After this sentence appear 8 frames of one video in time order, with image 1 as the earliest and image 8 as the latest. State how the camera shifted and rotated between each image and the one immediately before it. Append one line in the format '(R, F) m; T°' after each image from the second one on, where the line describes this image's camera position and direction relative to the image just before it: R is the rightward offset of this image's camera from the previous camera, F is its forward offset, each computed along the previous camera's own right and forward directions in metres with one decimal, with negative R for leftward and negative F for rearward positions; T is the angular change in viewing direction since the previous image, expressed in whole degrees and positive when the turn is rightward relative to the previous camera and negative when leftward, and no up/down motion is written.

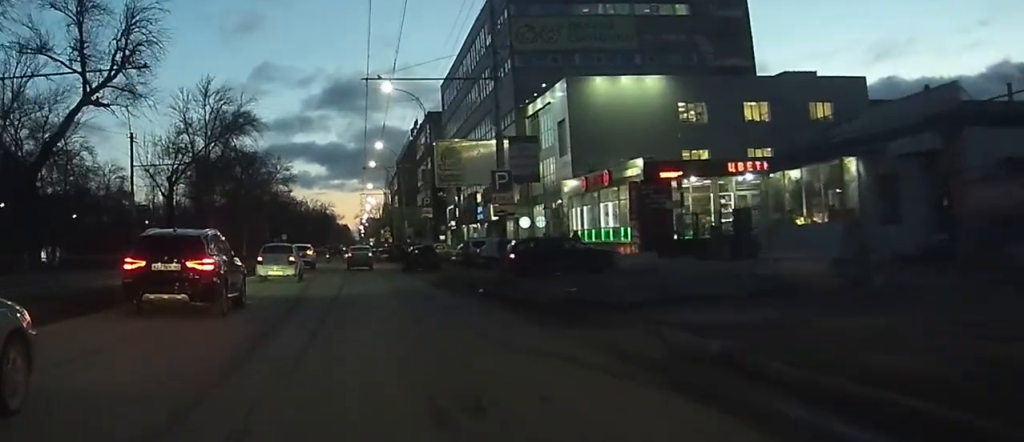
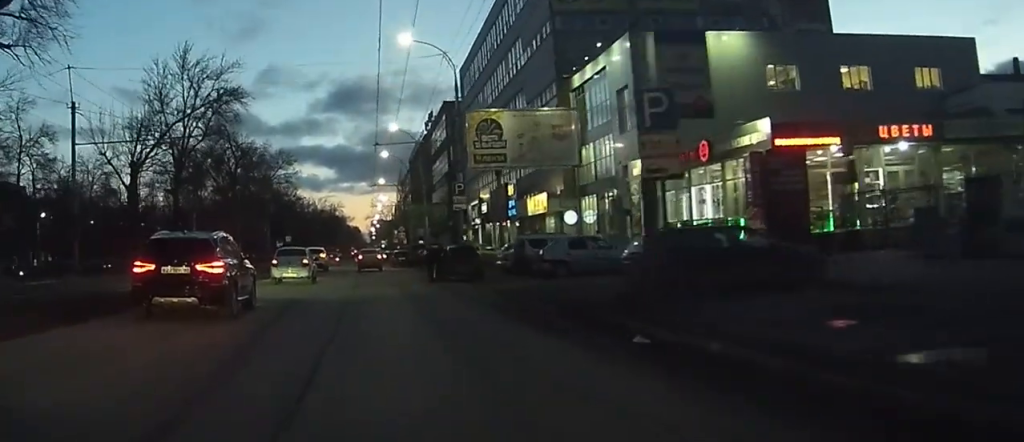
(-0.2, +13.9) m; -1°
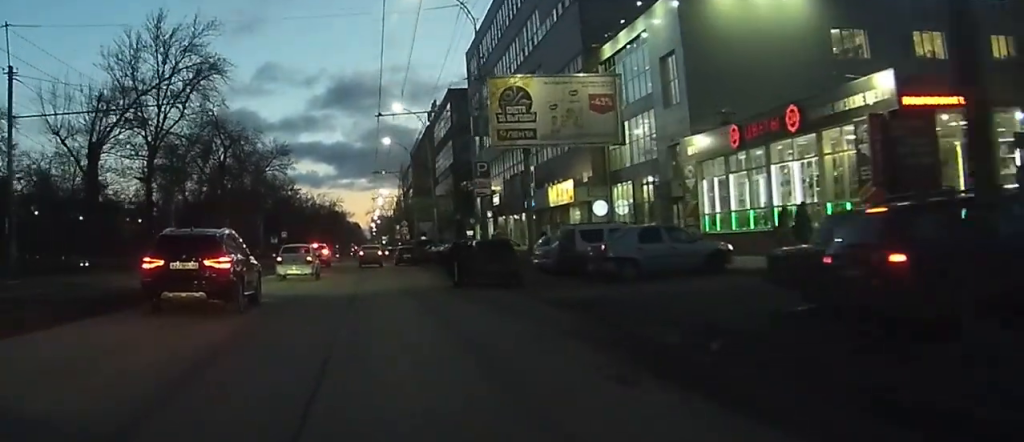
(0.0, +8.6) m; 0°
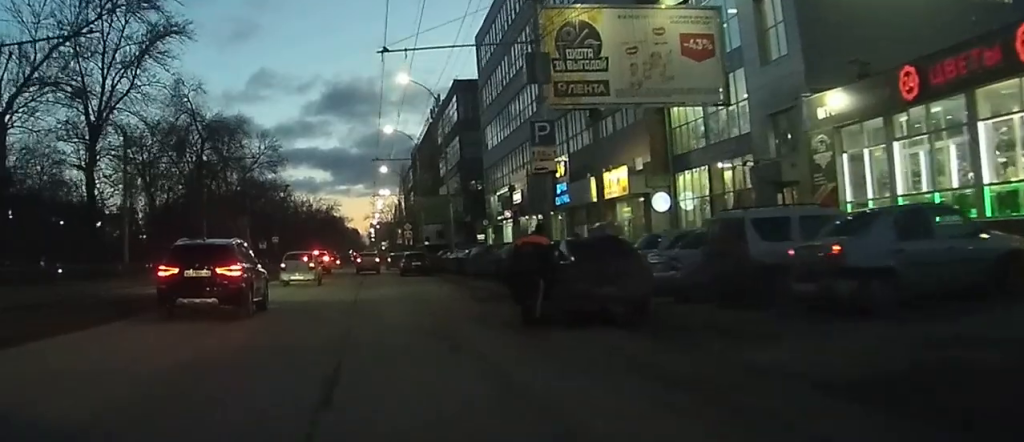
(+0.1, +12.8) m; +1°
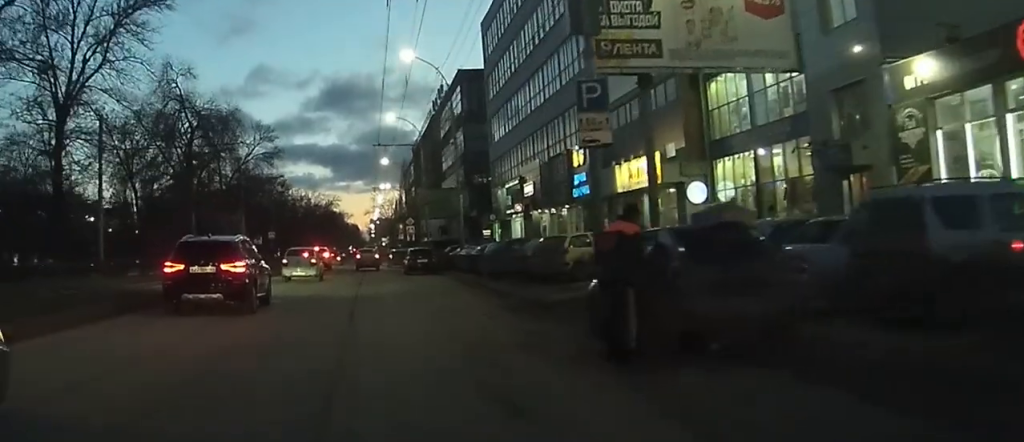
(0.0, +5.2) m; 0°
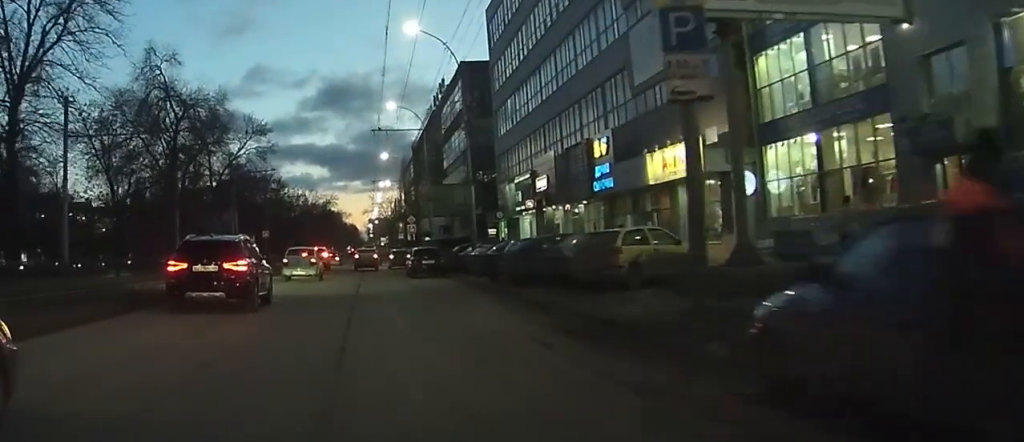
(0.0, +5.6) m; 0°
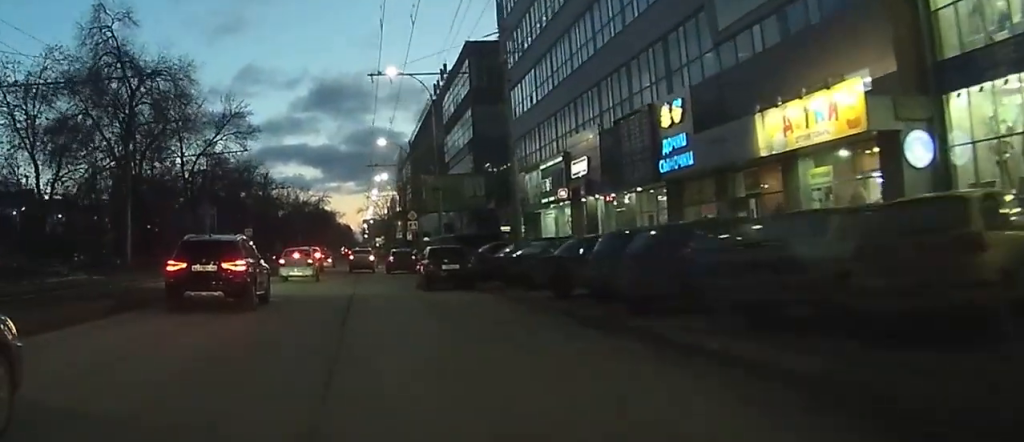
(+0.1, +12.8) m; +1°
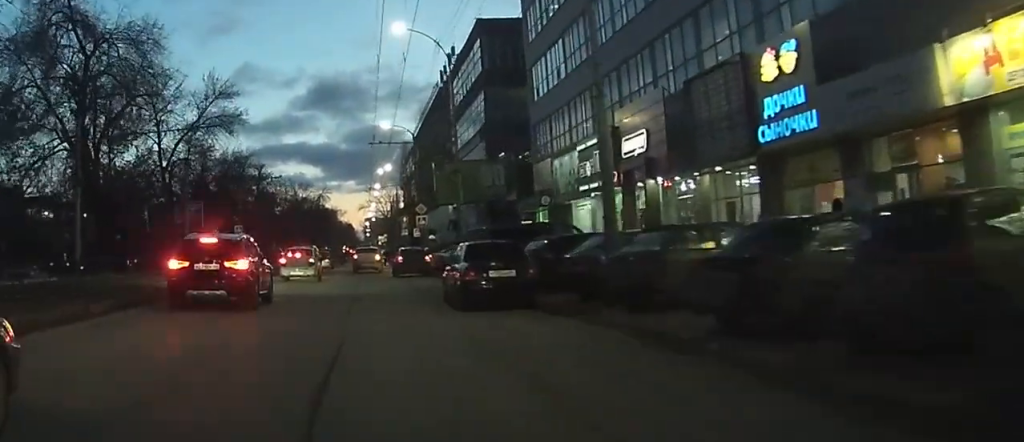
(+0.1, +10.4) m; +1°
